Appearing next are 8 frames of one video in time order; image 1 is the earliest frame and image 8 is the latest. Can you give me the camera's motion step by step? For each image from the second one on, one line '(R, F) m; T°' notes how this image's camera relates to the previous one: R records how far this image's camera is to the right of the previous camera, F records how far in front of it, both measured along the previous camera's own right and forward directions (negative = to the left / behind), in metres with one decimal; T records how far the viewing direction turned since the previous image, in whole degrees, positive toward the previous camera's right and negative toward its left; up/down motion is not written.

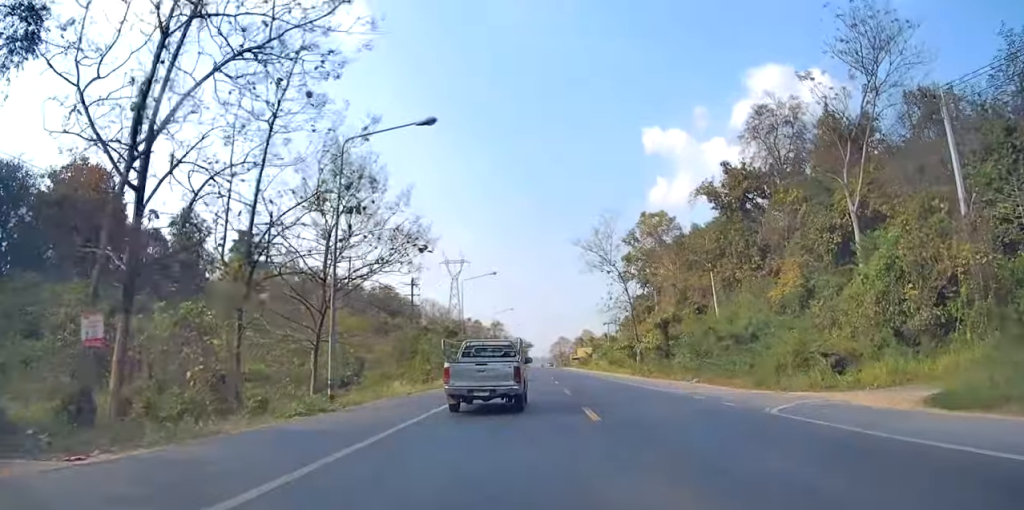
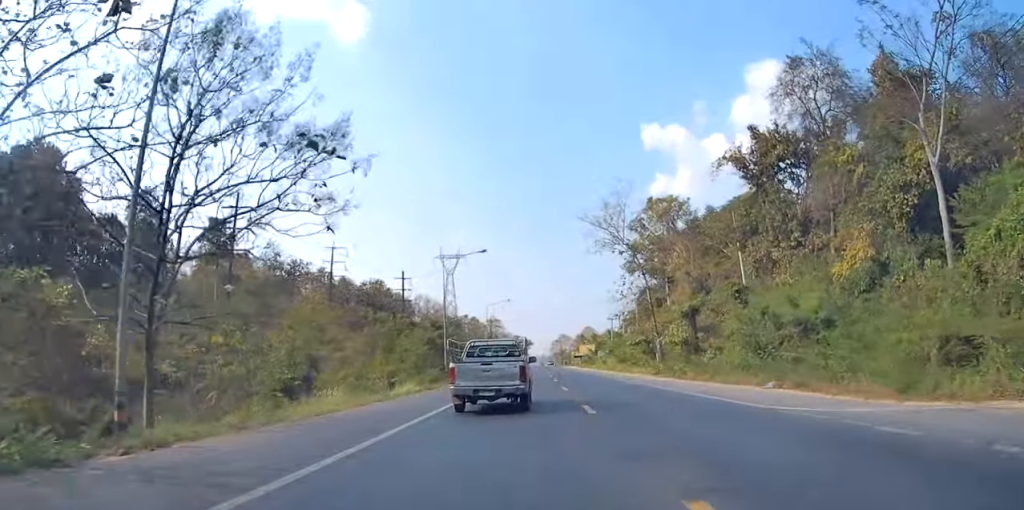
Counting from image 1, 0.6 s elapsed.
(+0.2, +10.6) m; -1°
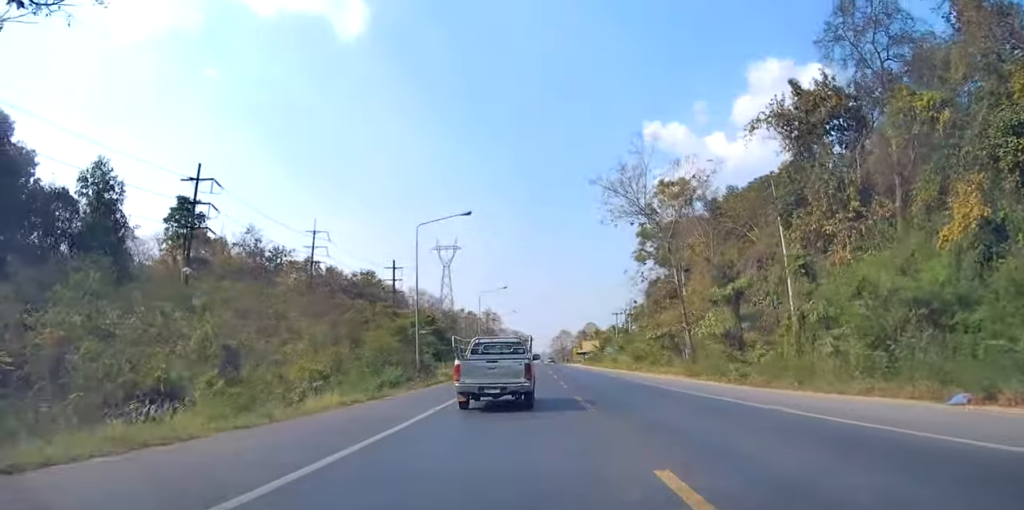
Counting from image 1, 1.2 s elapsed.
(-0.4, +11.0) m; 0°
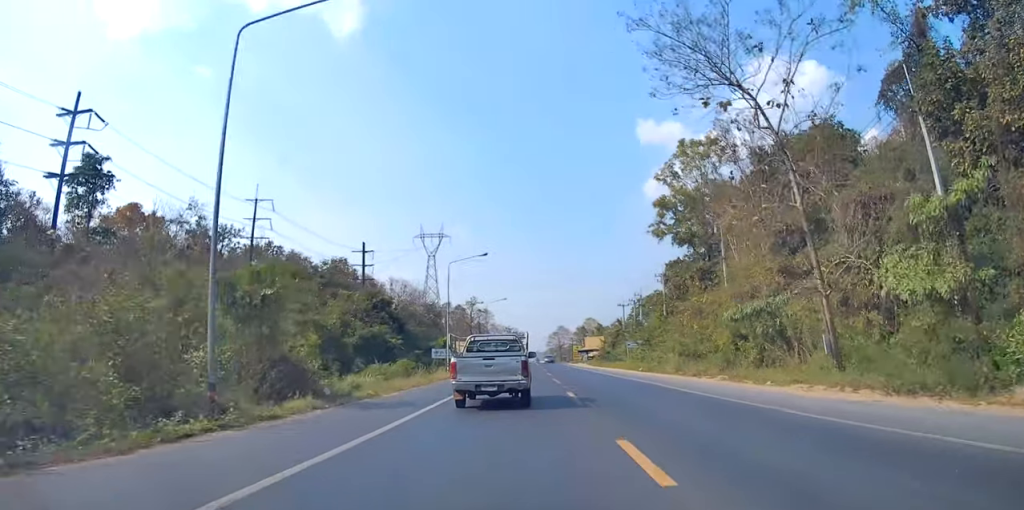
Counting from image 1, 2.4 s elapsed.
(+0.2, +21.3) m; +2°
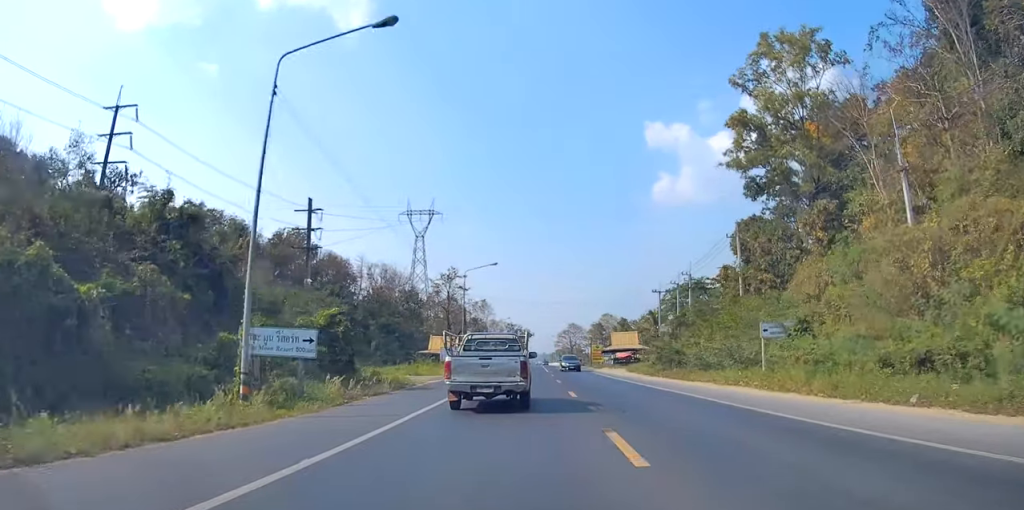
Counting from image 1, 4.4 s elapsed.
(+0.4, +34.9) m; 0°
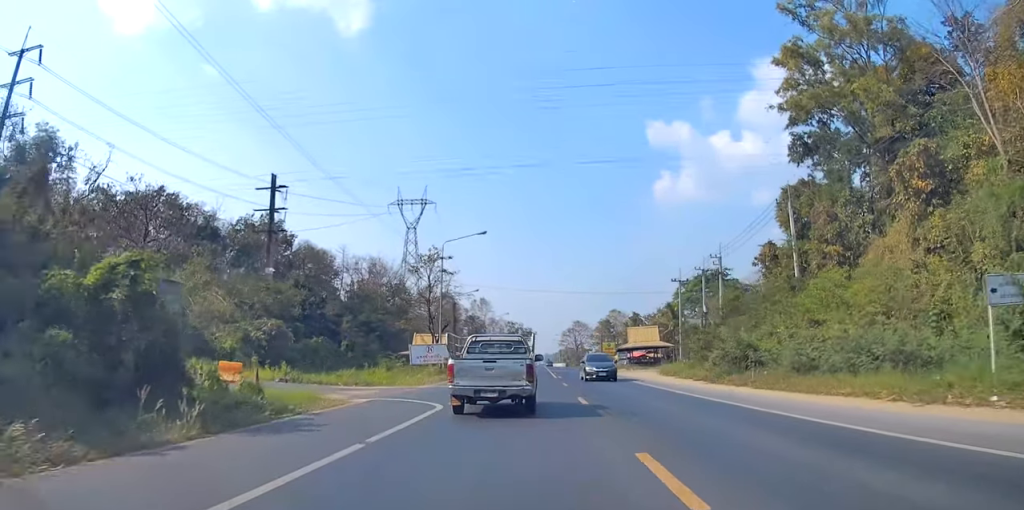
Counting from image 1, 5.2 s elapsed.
(0.0, +14.2) m; 0°
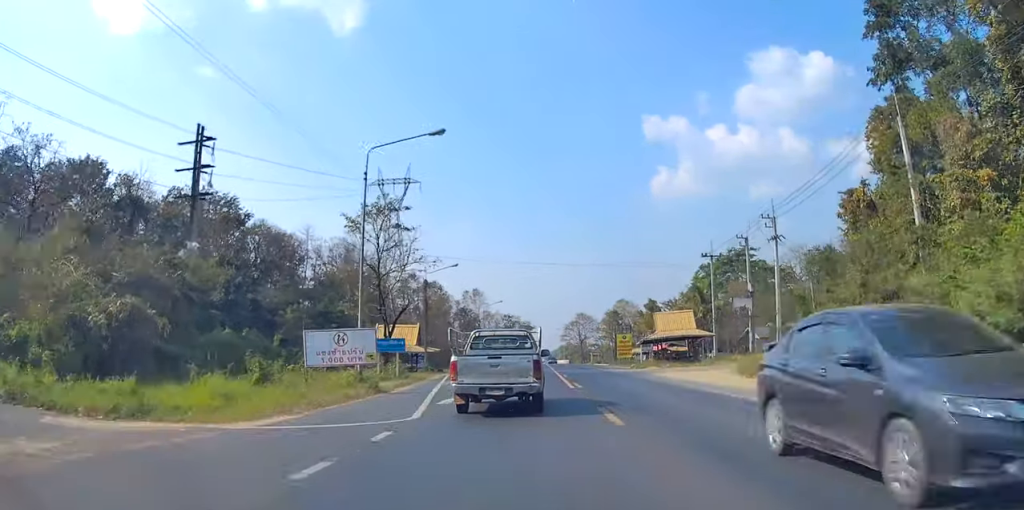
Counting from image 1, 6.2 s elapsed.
(-0.1, +17.9) m; -1°
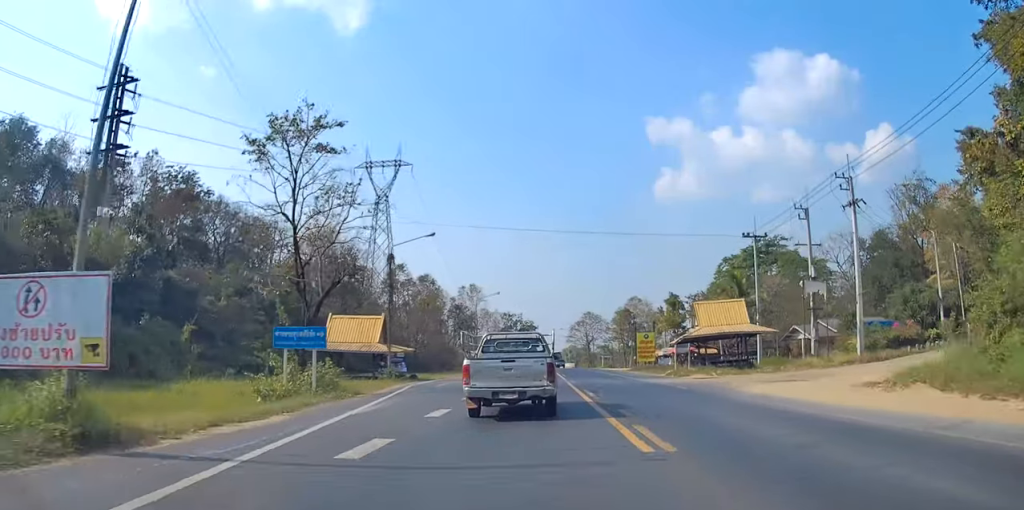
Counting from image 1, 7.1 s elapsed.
(-0.1, +15.3) m; 0°
